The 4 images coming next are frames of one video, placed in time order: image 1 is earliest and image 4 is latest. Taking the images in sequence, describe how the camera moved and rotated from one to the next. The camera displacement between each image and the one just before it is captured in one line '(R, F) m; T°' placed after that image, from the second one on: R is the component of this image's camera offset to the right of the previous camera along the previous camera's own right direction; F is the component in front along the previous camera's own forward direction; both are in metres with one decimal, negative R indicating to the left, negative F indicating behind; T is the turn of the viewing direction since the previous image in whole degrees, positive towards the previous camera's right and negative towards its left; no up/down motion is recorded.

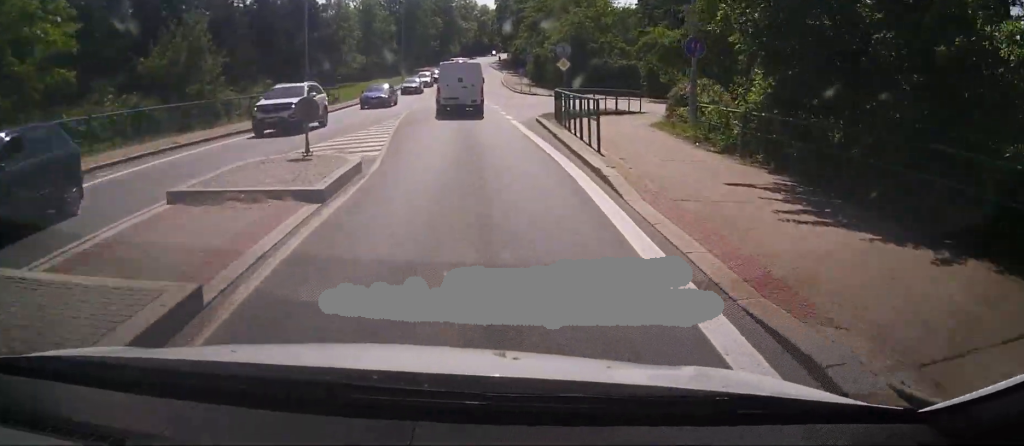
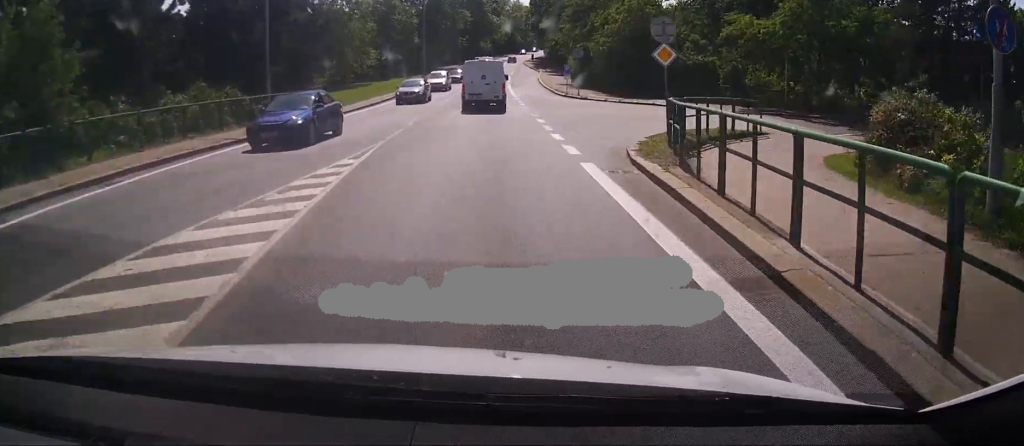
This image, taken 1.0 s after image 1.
(0.0, +11.8) m; 0°
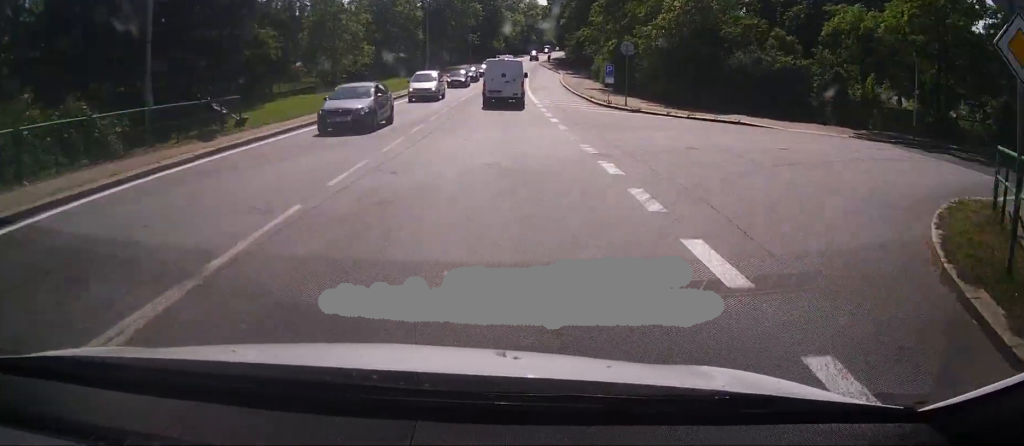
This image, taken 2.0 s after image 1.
(0.0, +11.1) m; 0°
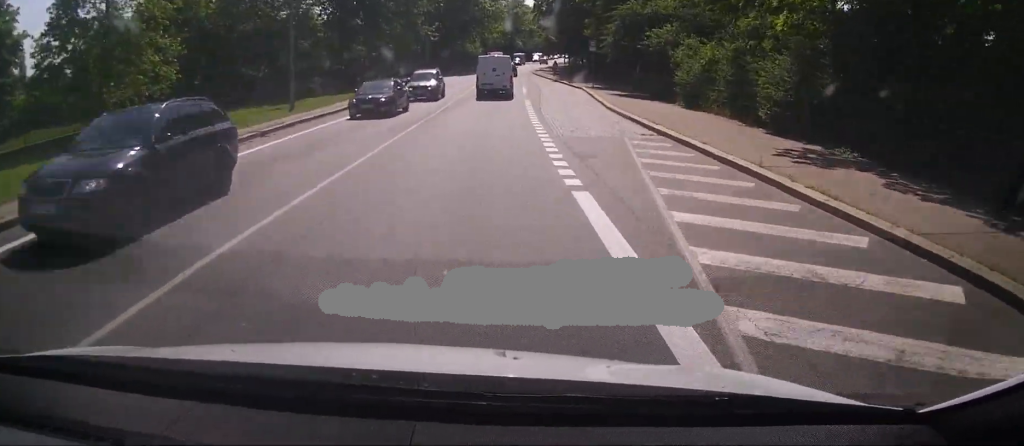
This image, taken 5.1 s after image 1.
(0.0, +39.7) m; 0°
